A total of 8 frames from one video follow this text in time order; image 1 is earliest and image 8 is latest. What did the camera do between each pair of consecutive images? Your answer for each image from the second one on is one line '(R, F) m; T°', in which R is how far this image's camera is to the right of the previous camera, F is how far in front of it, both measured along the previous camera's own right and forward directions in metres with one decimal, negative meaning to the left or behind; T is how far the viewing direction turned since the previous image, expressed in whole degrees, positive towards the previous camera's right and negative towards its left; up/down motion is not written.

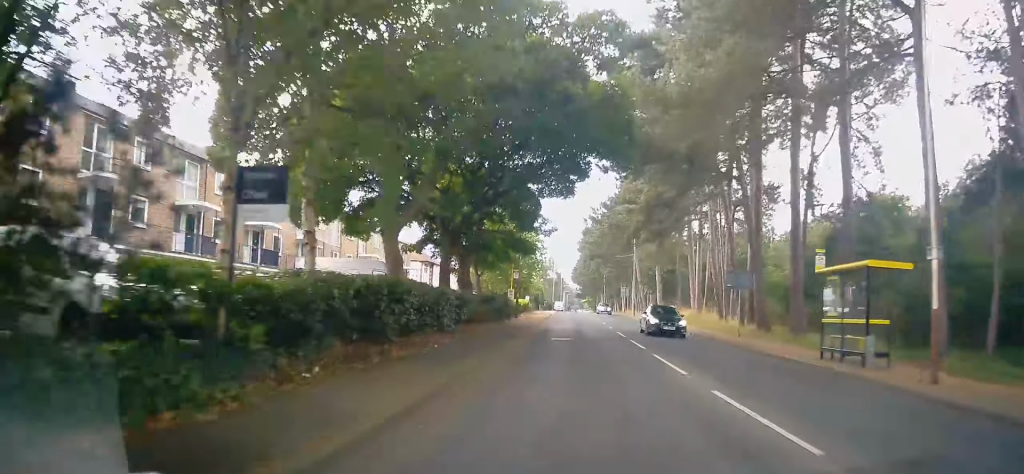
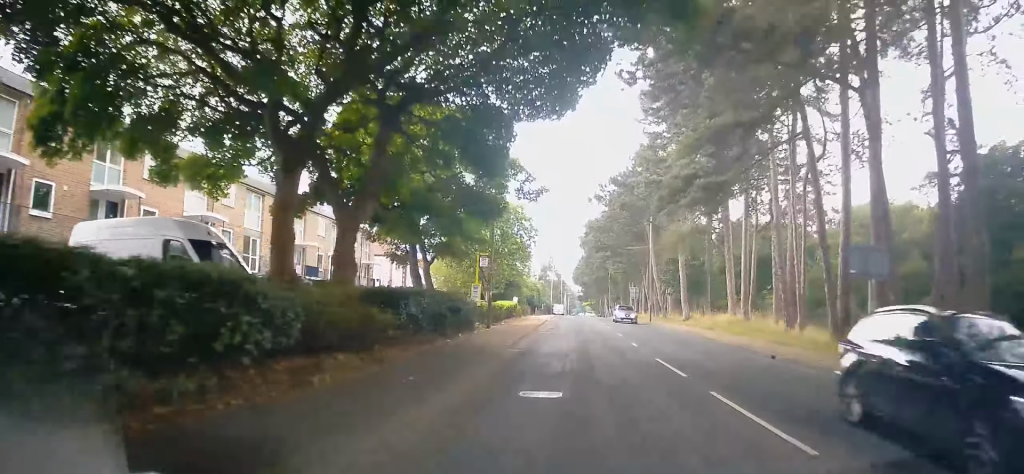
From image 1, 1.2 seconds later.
(-0.7, +12.2) m; -2°
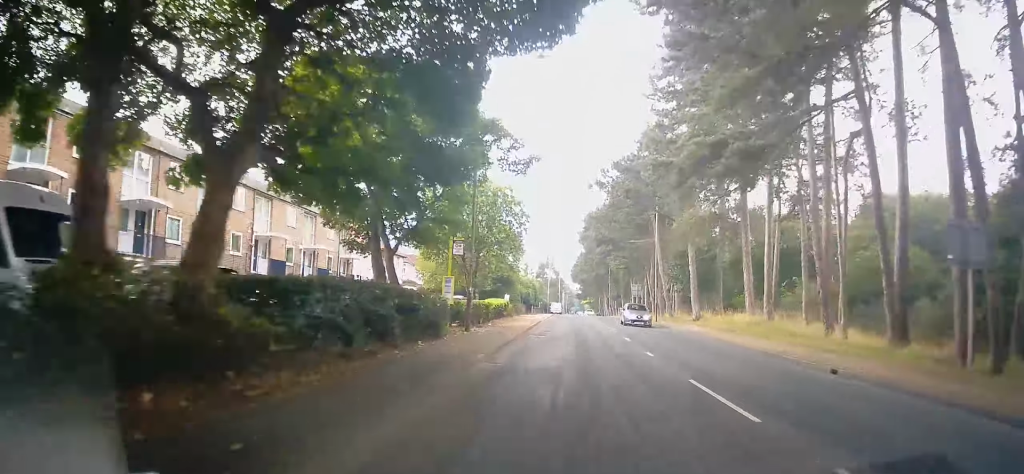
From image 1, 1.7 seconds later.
(0.0, +4.5) m; +1°
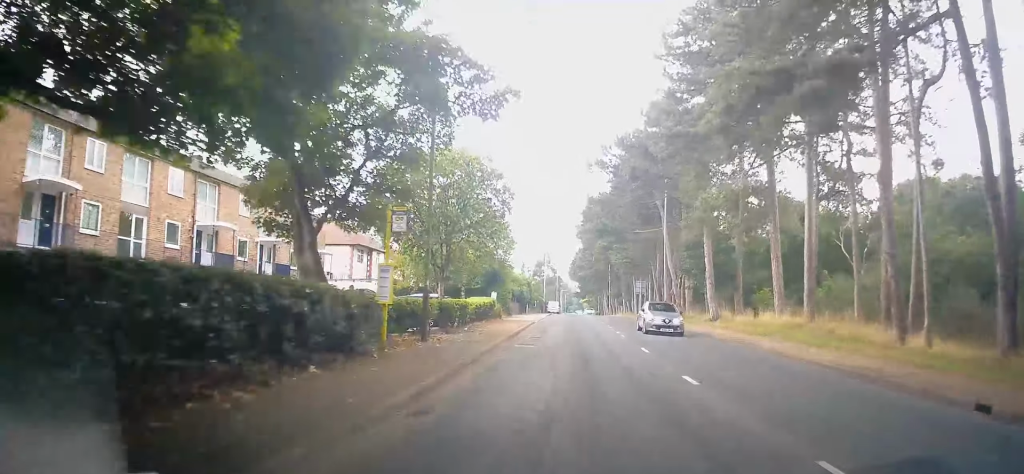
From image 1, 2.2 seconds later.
(0.0, +5.7) m; +1°
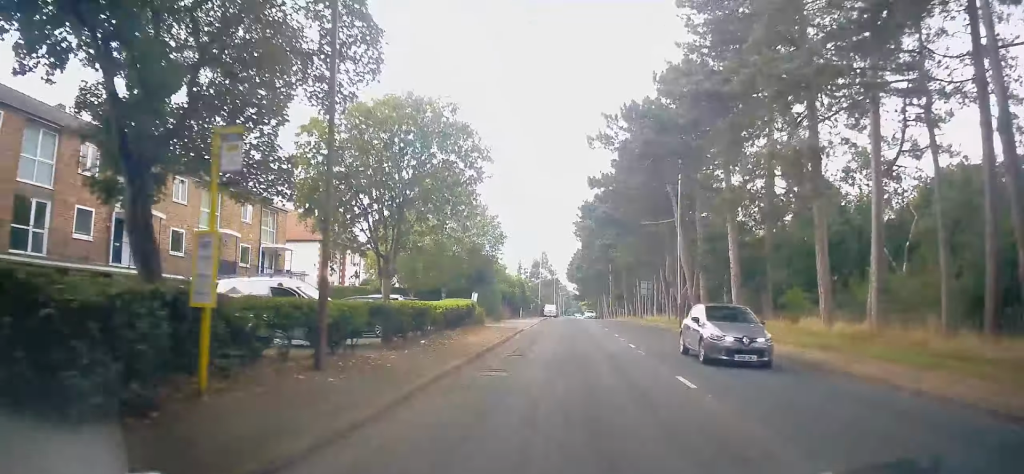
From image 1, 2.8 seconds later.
(+0.2, +6.4) m; +1°
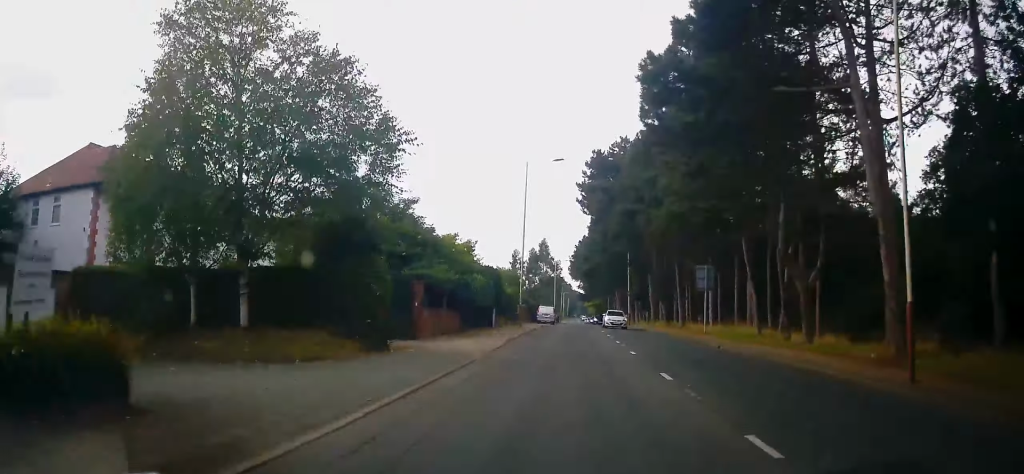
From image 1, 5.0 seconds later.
(+0.2, +25.6) m; -1°
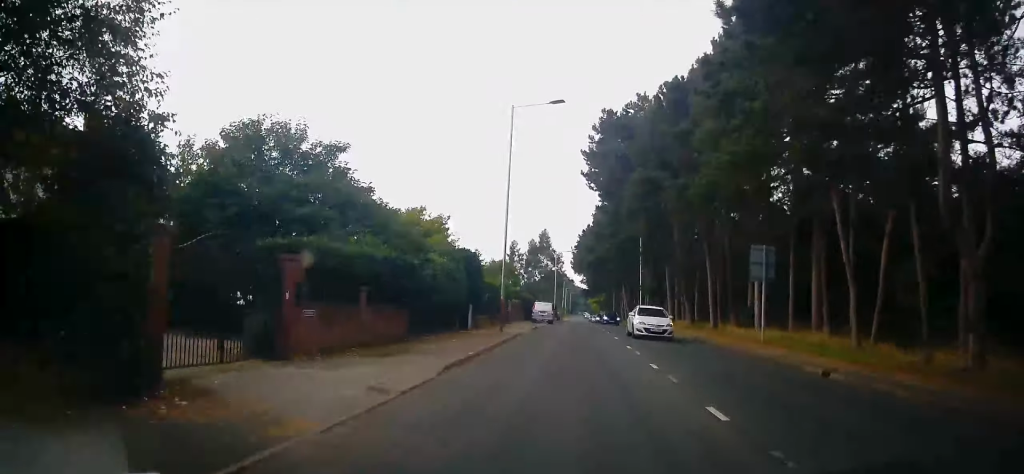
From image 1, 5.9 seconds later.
(-0.3, +10.4) m; +1°
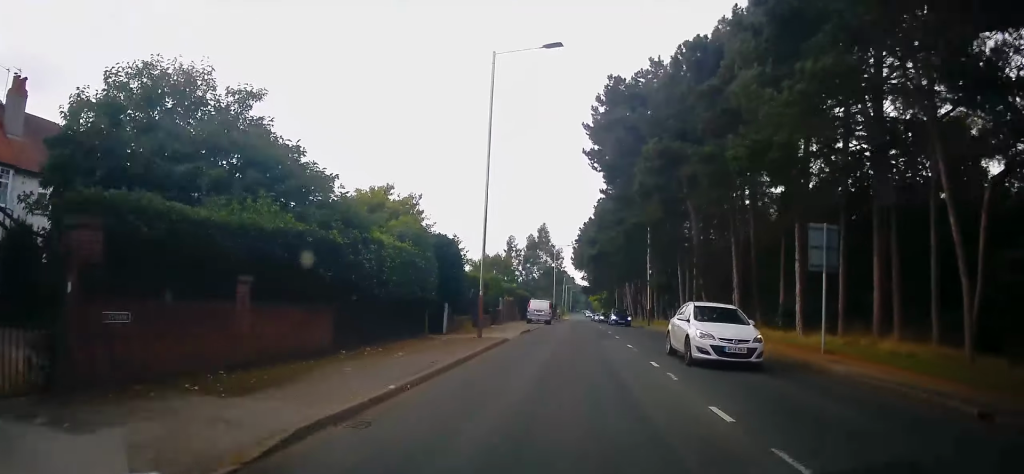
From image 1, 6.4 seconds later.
(+0.2, +6.1) m; 0°
